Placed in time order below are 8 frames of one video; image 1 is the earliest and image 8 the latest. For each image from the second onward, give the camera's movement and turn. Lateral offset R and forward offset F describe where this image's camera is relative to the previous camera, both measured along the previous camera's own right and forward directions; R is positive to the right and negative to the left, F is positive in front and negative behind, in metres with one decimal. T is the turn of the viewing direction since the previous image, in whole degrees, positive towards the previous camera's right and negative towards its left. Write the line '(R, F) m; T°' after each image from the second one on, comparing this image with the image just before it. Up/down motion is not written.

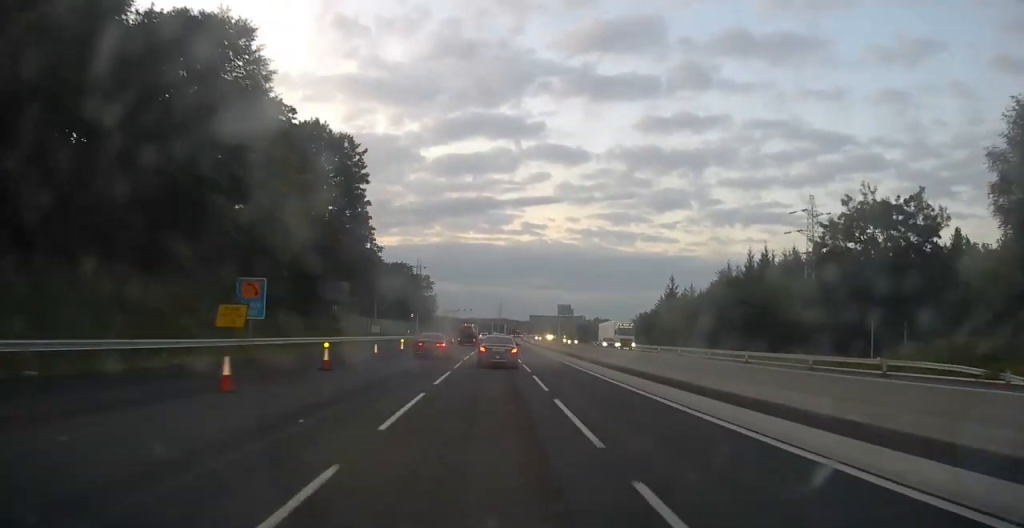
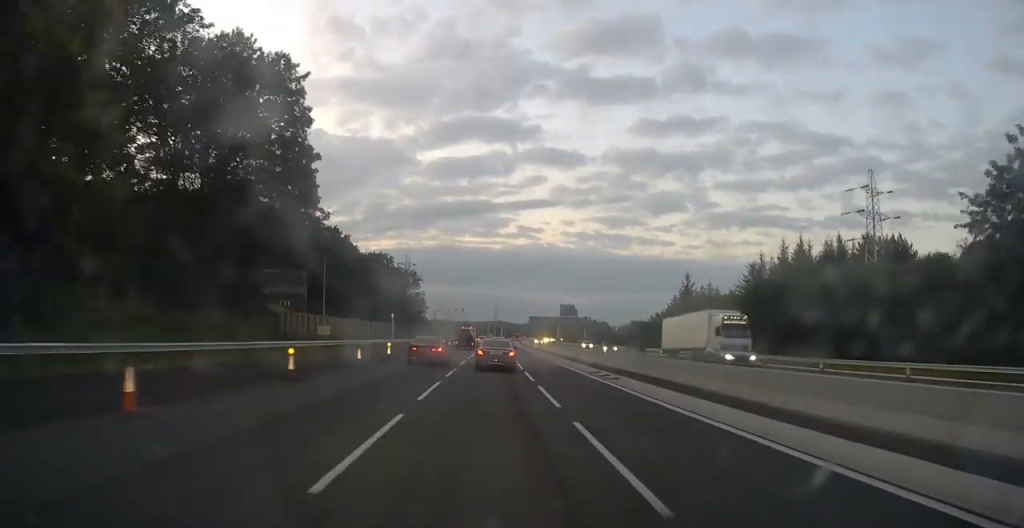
(0.0, +21.8) m; 0°
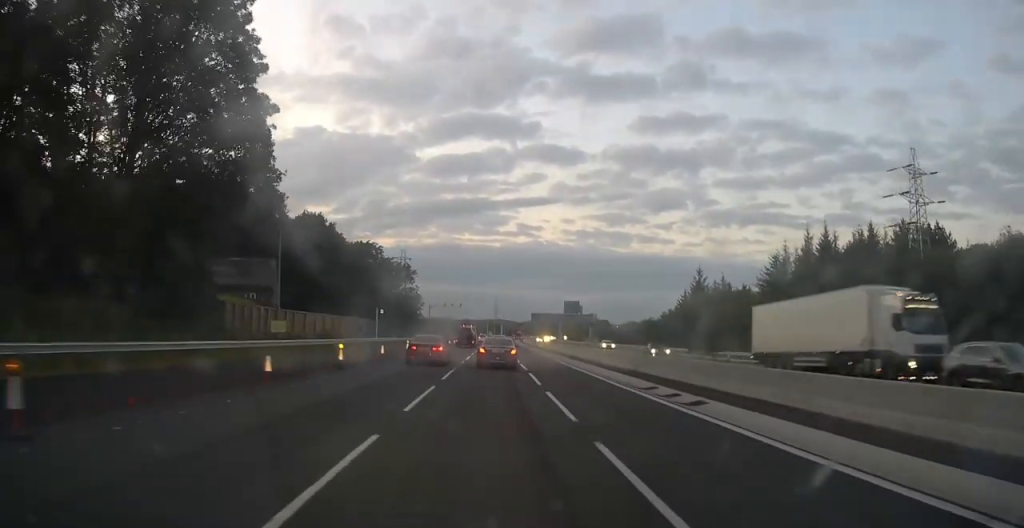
(0.0, +11.6) m; 0°
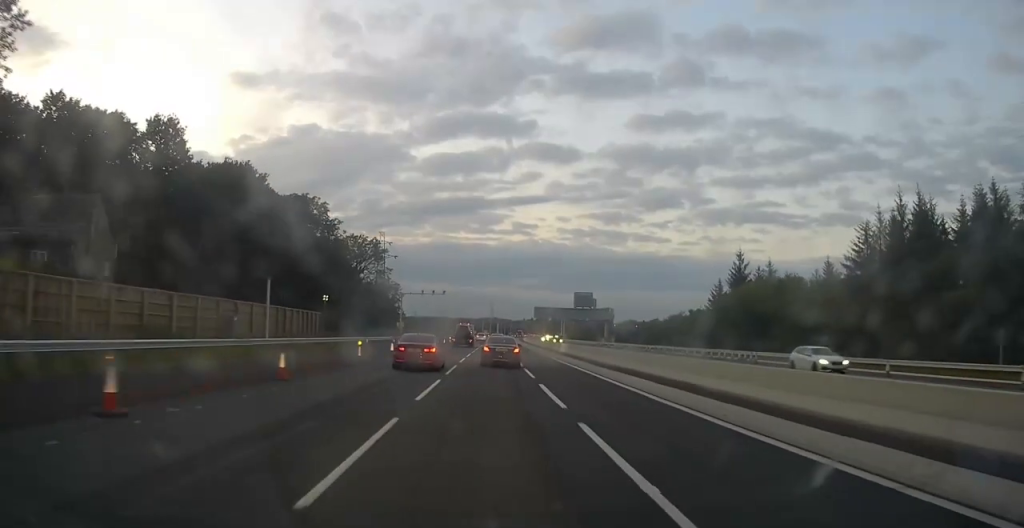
(+0.1, +34.4) m; 0°
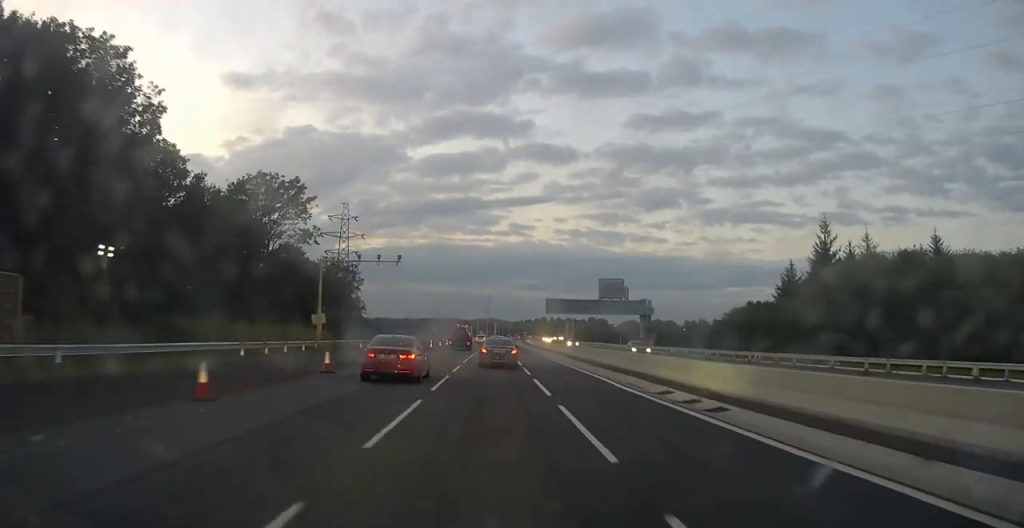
(0.0, +43.1) m; 0°
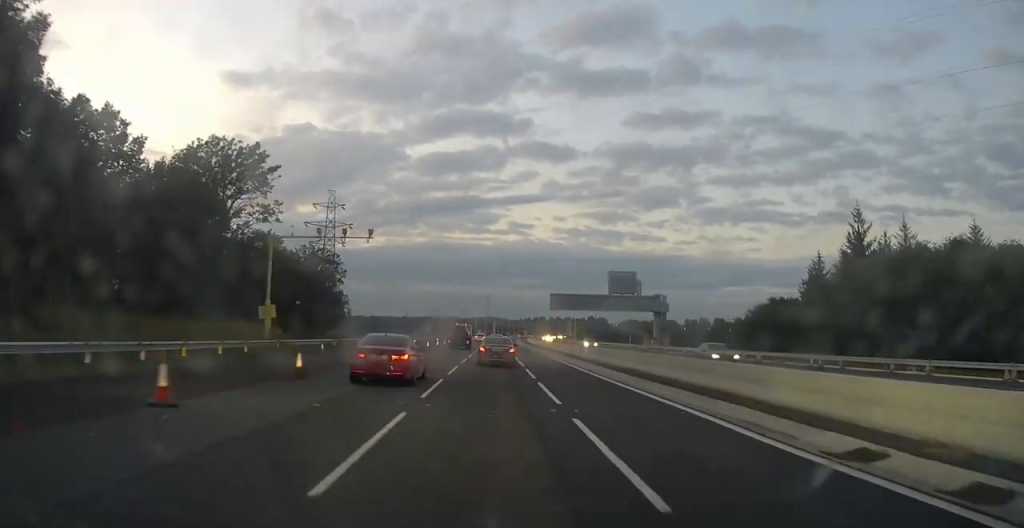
(-0.1, +11.6) m; 0°
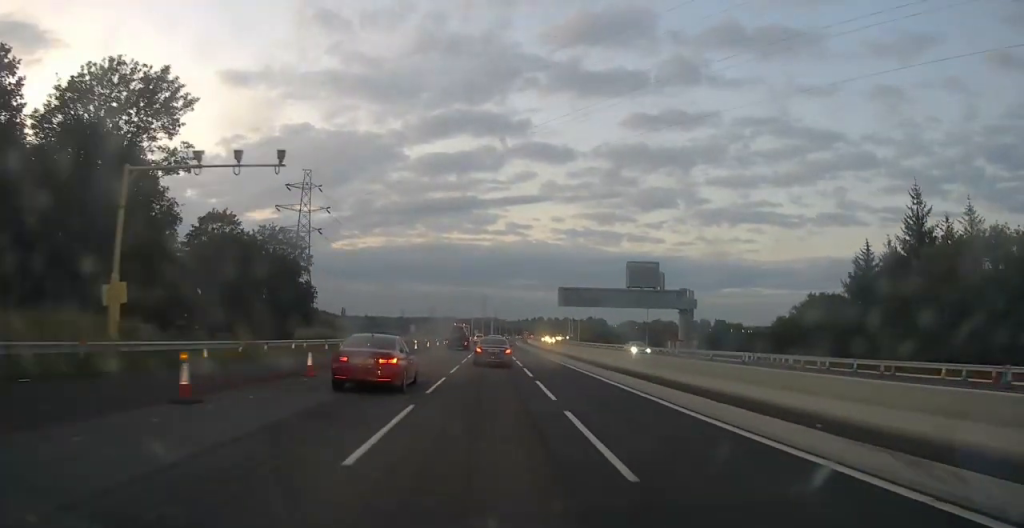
(+0.1, +16.8) m; +1°
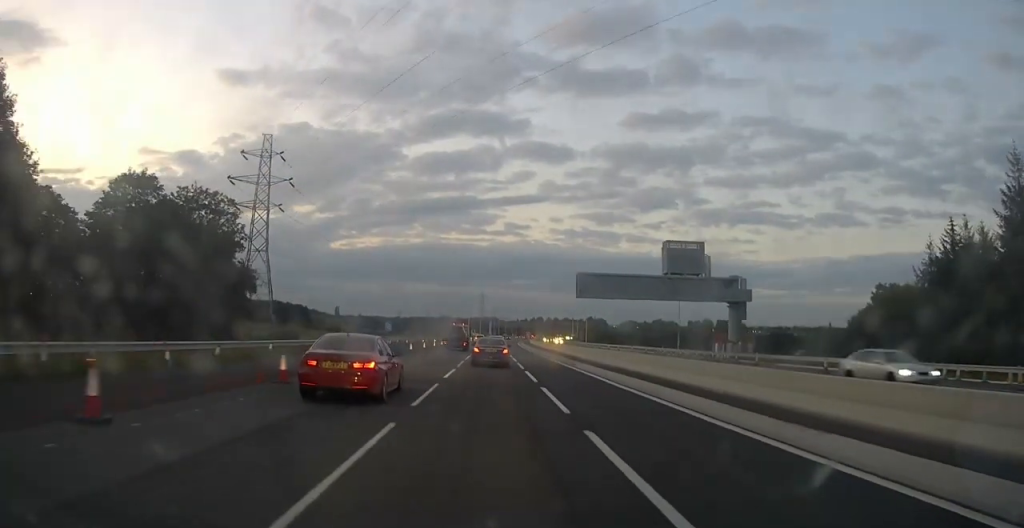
(+0.2, +21.3) m; 0°
